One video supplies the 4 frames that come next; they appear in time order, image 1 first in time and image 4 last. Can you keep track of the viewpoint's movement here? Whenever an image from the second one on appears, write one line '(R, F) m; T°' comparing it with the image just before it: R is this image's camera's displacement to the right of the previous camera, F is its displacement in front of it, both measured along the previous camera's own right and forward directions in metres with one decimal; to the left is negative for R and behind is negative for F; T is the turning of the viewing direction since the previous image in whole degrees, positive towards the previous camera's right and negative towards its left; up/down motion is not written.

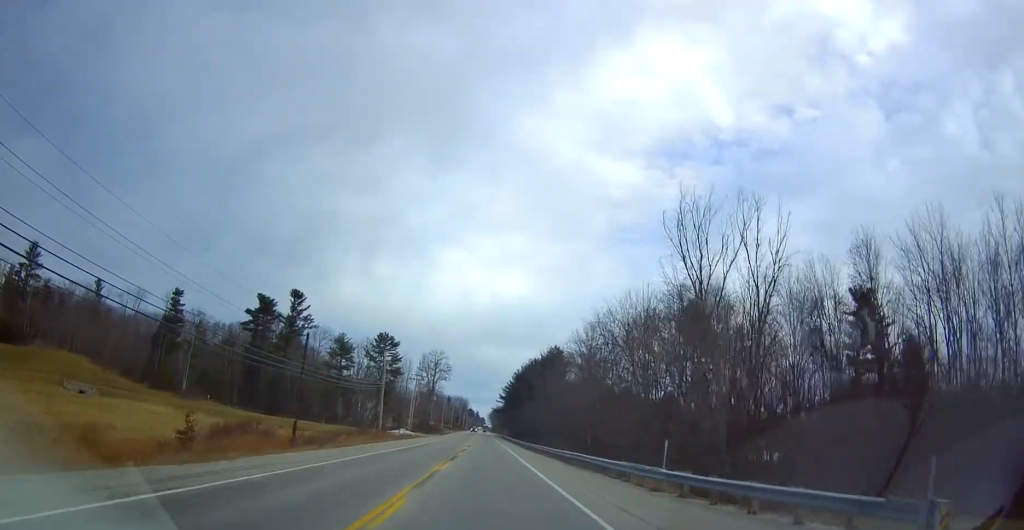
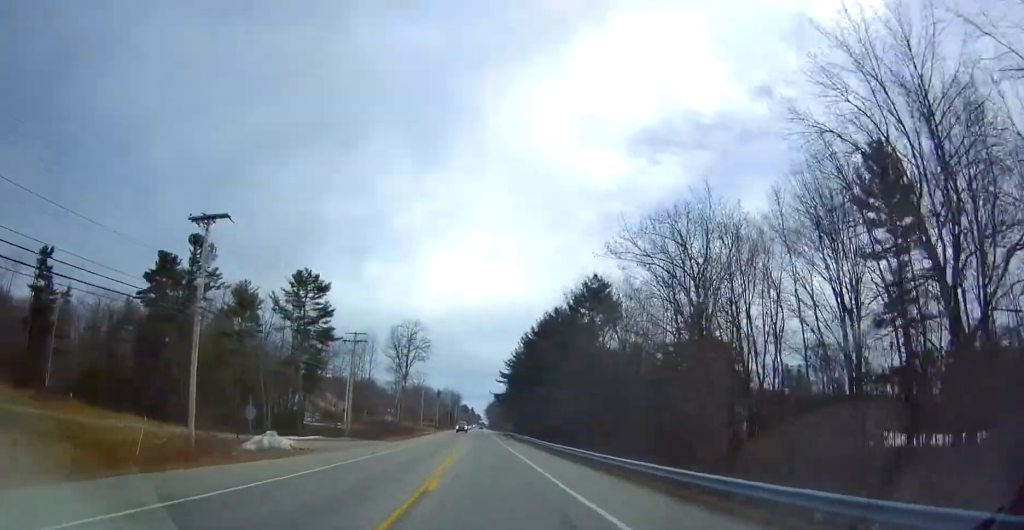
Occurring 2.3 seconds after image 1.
(+0.2, +54.9) m; +1°
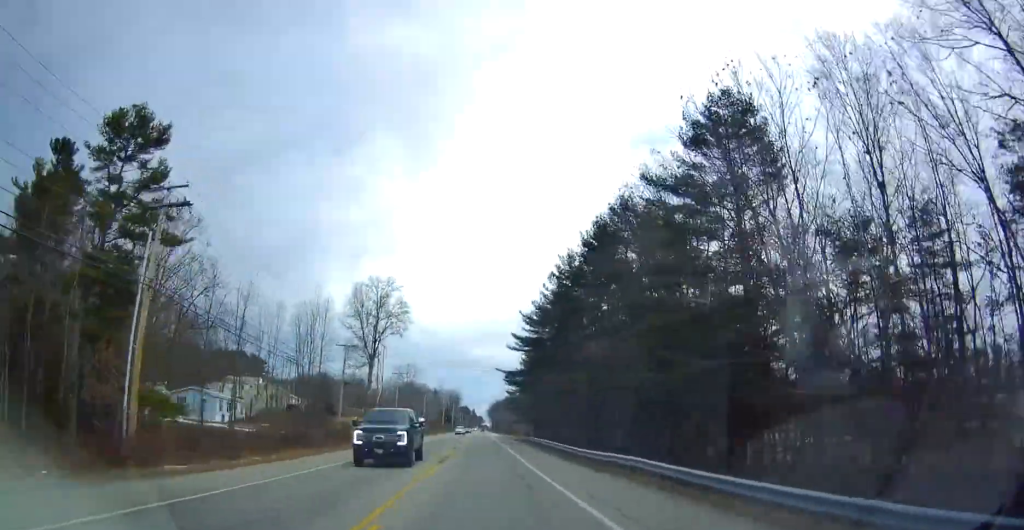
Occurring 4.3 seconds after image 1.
(+0.3, +44.7) m; 0°
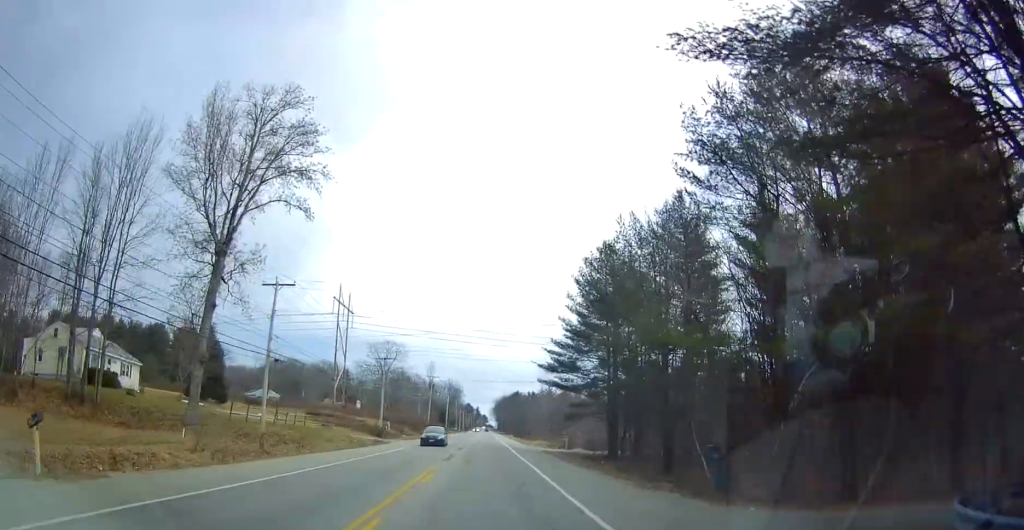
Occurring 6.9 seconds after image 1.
(-1.6, +59.9) m; -2°
